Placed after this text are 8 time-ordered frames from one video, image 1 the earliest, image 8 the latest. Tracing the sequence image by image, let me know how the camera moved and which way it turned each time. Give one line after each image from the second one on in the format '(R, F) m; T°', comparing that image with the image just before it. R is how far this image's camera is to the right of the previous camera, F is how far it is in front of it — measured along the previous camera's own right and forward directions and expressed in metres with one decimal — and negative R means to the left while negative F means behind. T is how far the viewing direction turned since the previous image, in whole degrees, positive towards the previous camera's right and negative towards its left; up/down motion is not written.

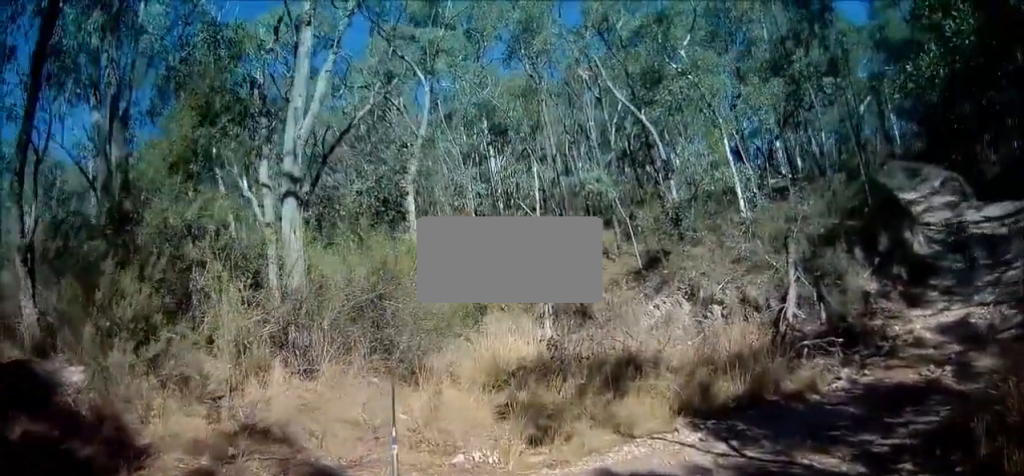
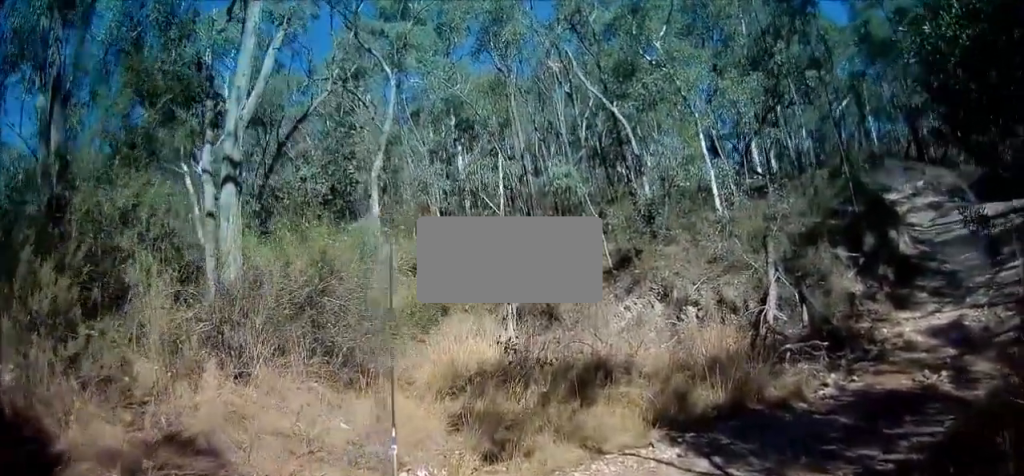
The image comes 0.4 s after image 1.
(0.0, +0.9) m; +4°
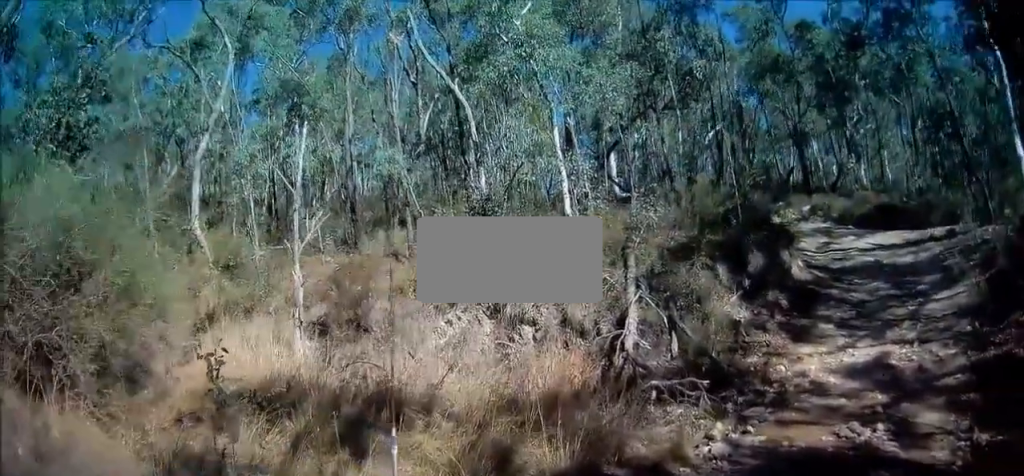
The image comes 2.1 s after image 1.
(+0.5, +3.2) m; +18°
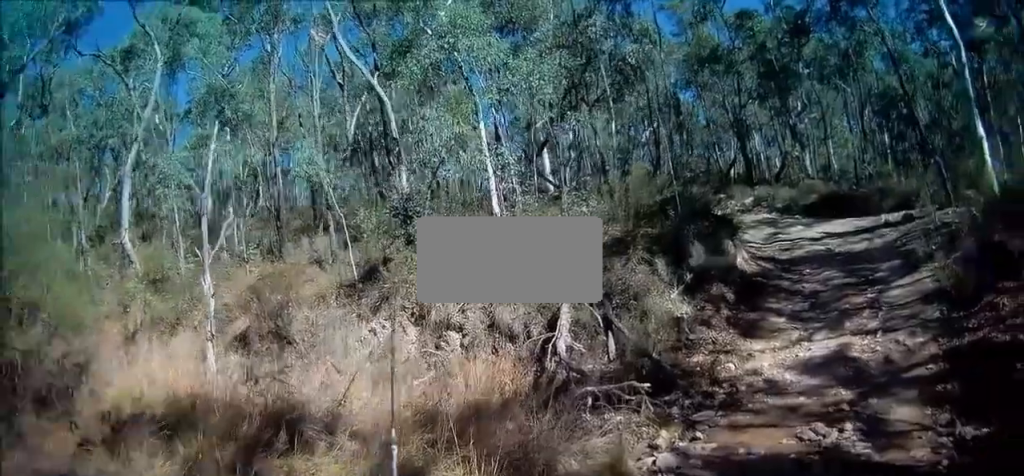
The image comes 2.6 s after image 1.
(0.0, +1.0) m; +5°
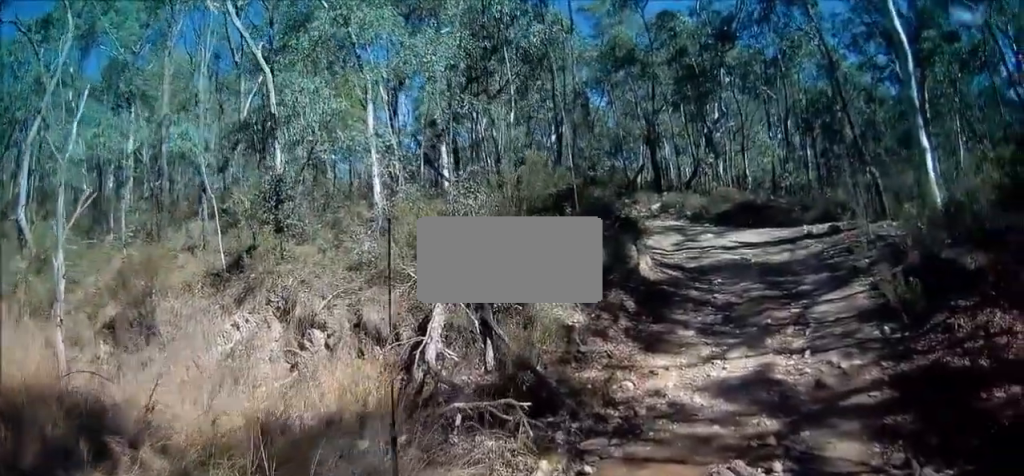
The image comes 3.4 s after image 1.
(+0.1, +1.6) m; +9°
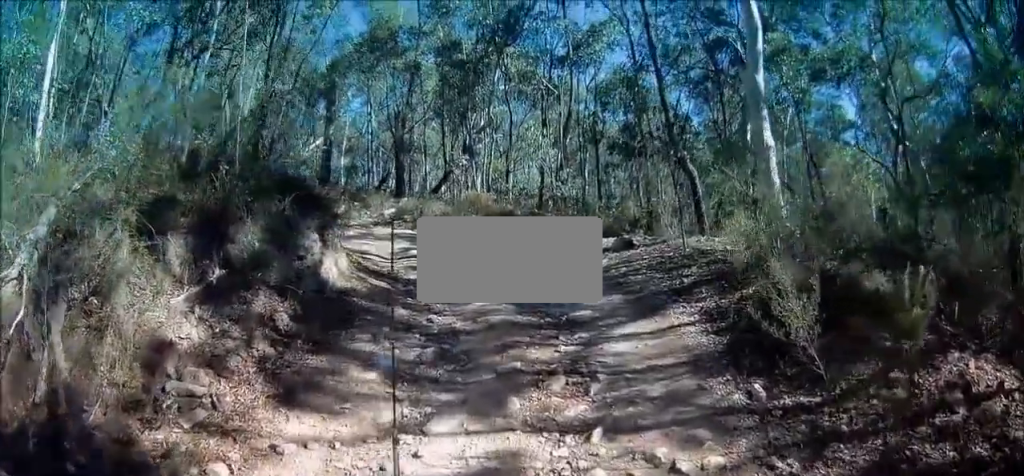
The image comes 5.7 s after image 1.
(+0.9, +4.3) m; +16°
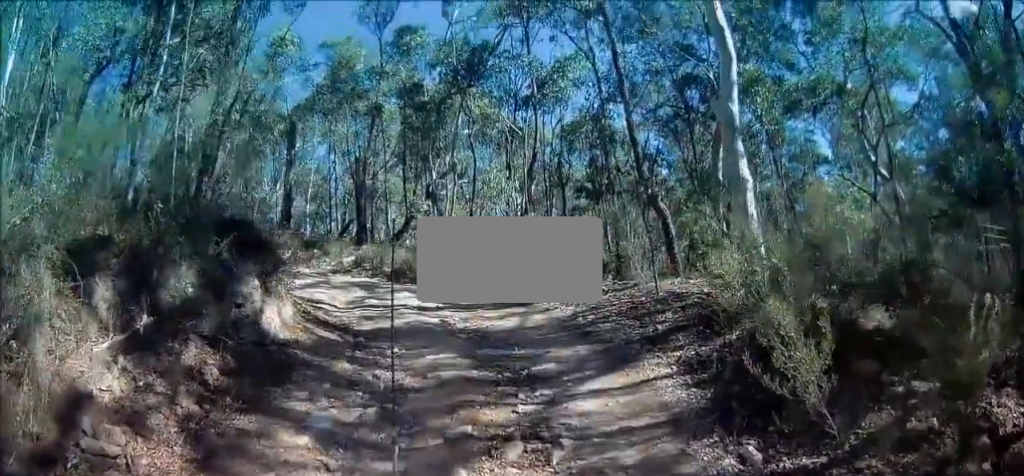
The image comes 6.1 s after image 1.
(0.0, +0.8) m; +1°
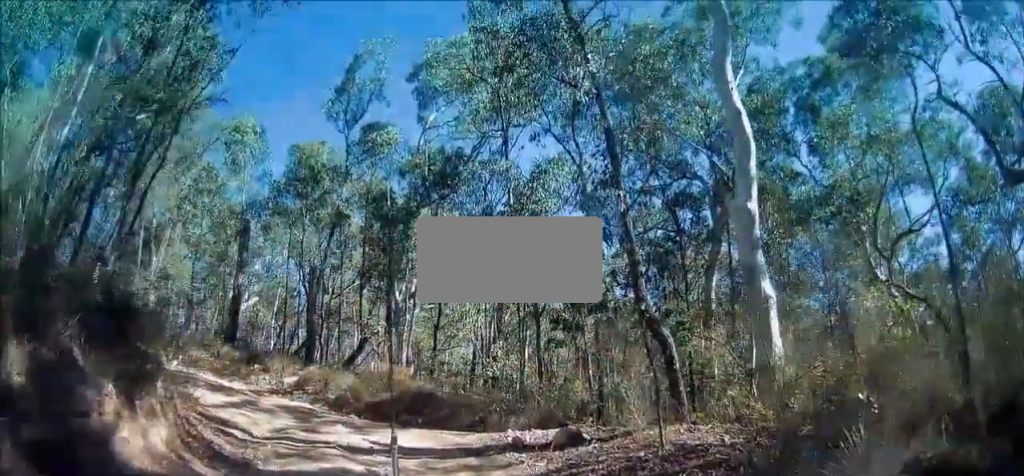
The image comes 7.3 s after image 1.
(0.0, +2.2) m; 0°
